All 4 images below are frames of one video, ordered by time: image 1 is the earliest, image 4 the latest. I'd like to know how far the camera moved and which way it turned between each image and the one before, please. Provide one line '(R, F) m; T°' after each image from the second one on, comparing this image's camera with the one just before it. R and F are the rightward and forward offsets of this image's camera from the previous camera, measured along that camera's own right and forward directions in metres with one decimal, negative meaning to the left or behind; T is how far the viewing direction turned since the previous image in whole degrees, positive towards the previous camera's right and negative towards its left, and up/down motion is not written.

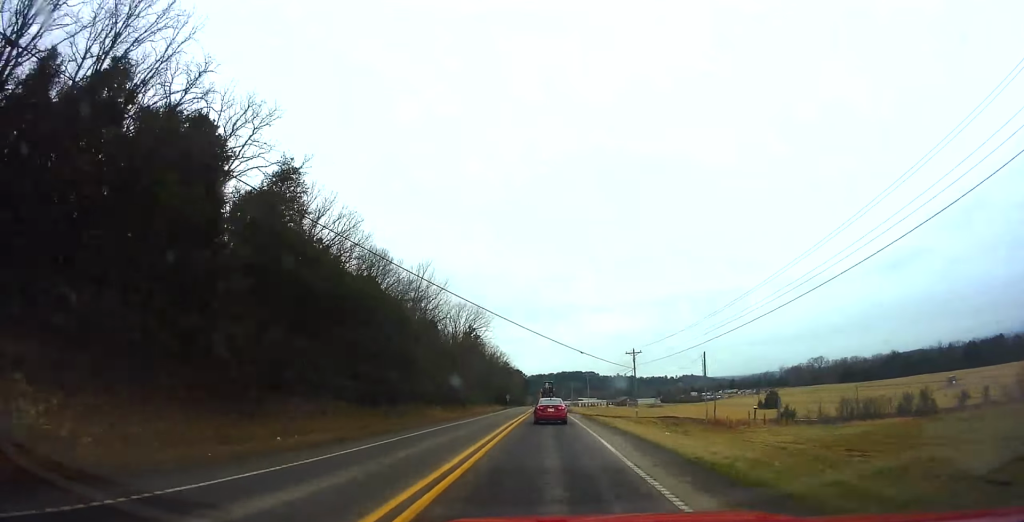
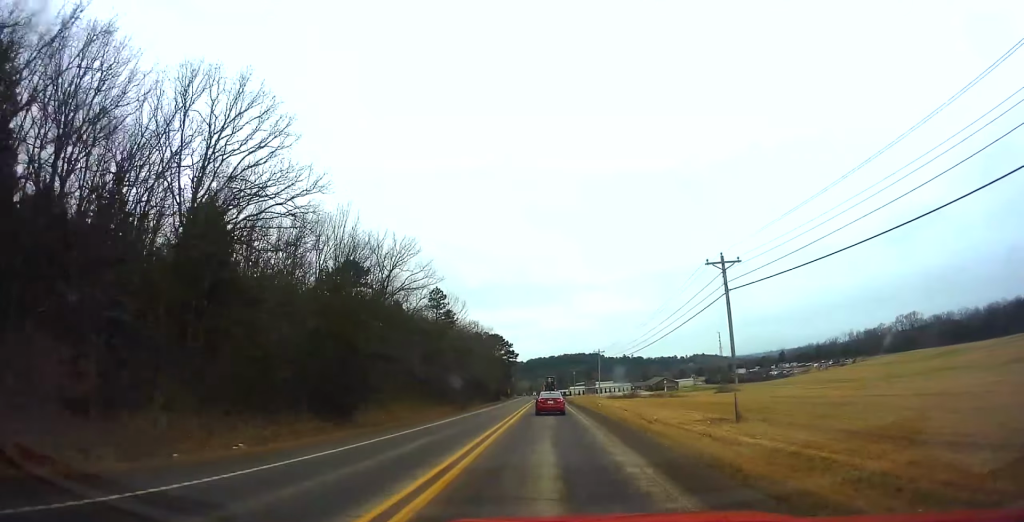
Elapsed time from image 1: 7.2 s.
(-3.5, +114.9) m; -1°
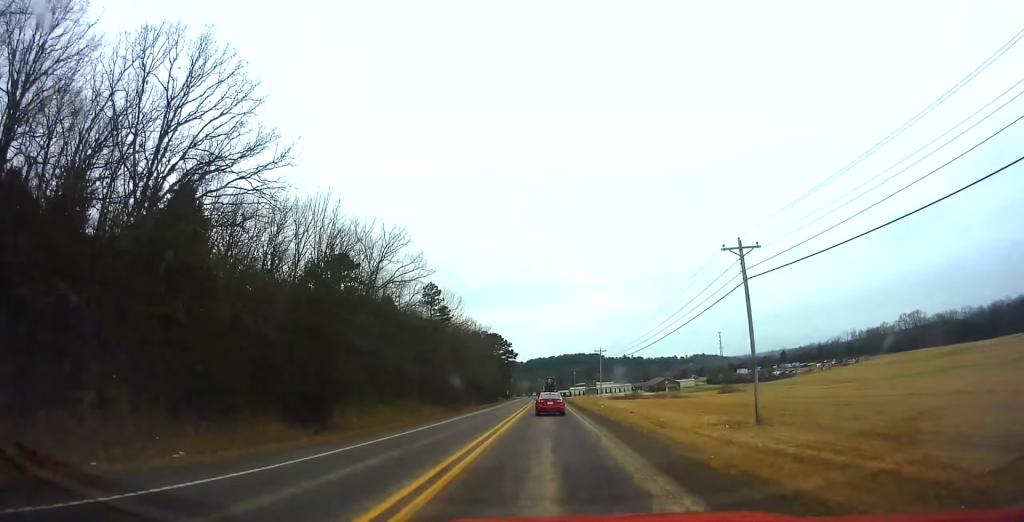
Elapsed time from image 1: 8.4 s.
(+0.1, +19.2) m; 0°
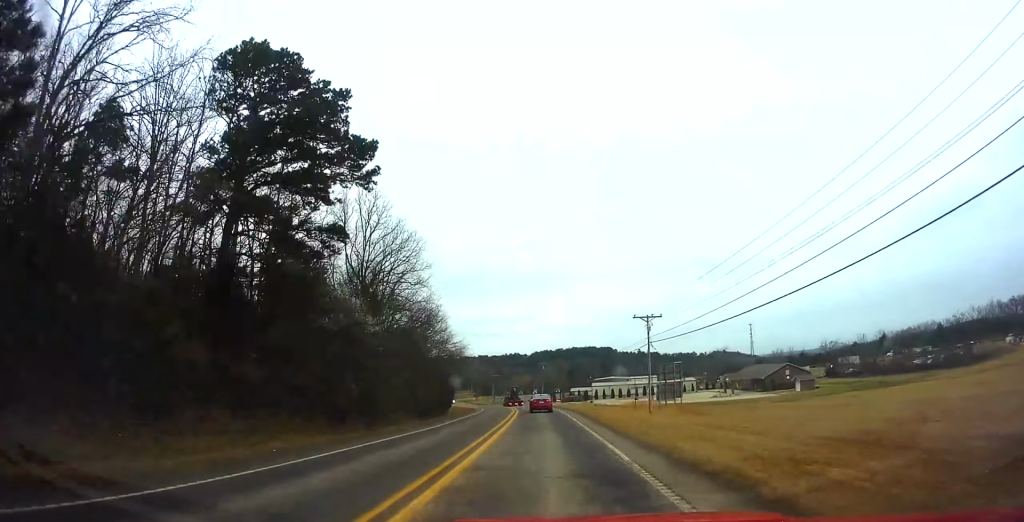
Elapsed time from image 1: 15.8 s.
(-1.3, +132.9) m; -1°
